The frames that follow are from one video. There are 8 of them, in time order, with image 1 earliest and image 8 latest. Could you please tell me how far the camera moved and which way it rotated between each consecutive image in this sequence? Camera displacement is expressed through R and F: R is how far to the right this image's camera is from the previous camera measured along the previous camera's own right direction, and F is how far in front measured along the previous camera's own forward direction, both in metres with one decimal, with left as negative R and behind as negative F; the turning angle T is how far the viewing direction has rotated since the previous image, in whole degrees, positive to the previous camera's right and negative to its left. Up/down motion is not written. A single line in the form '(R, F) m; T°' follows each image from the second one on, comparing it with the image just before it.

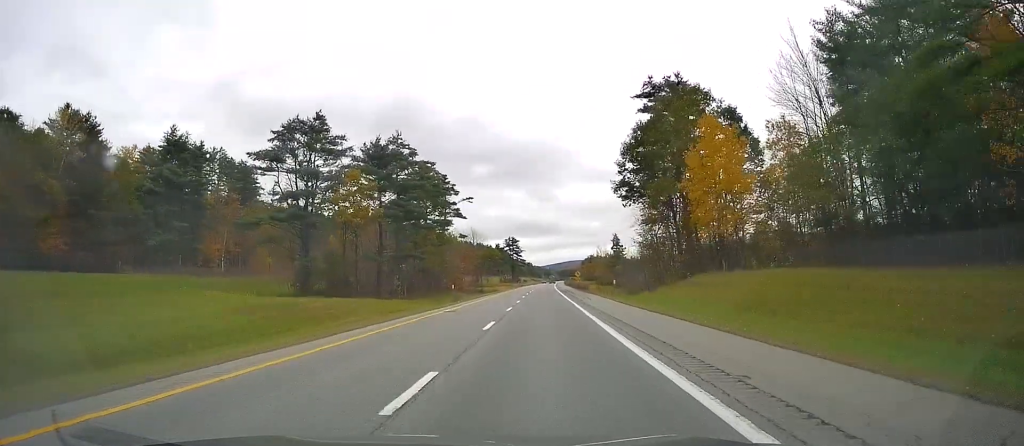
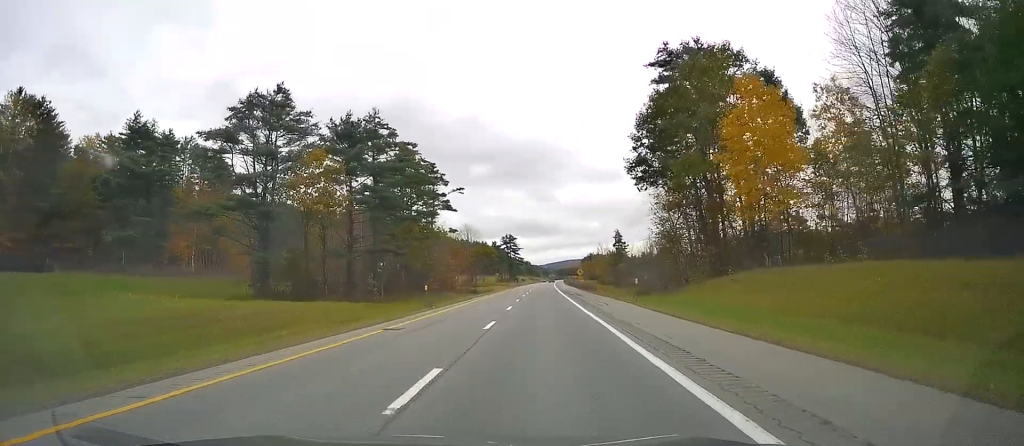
(+0.1, +11.9) m; 0°
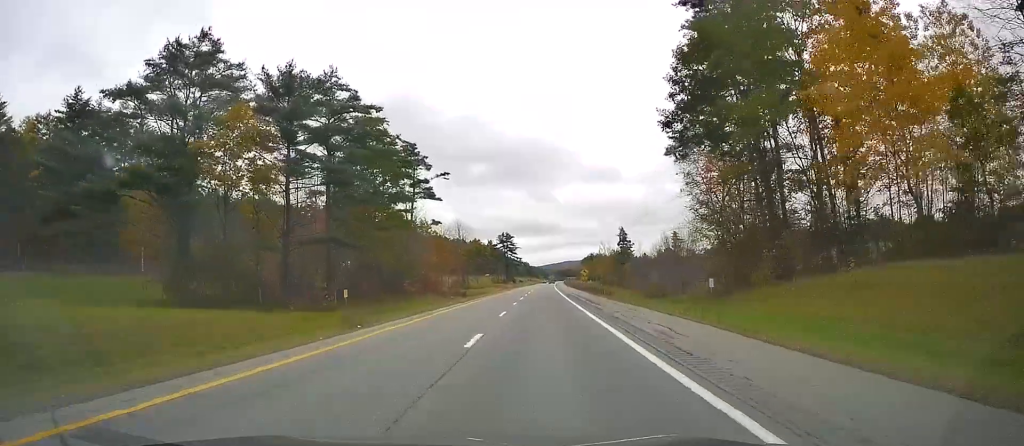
(-0.2, +16.8) m; 0°
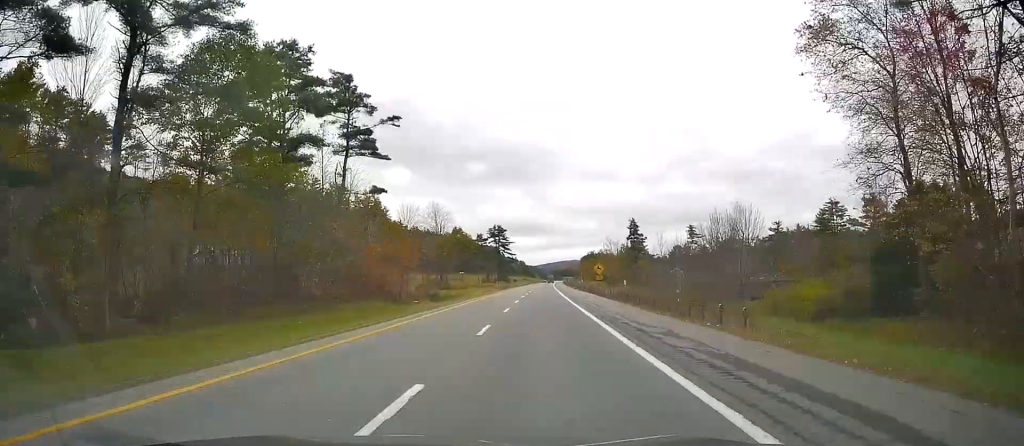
(+0.4, +32.6) m; +1°
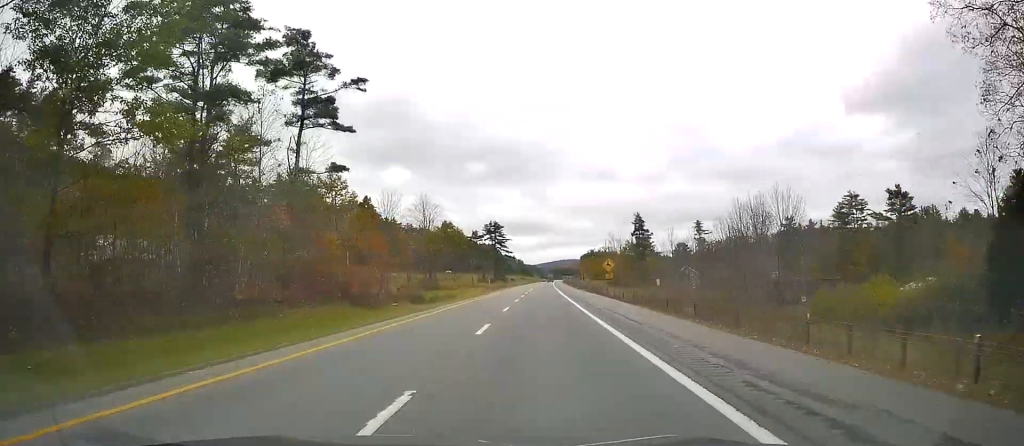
(+0.1, +12.3) m; 0°
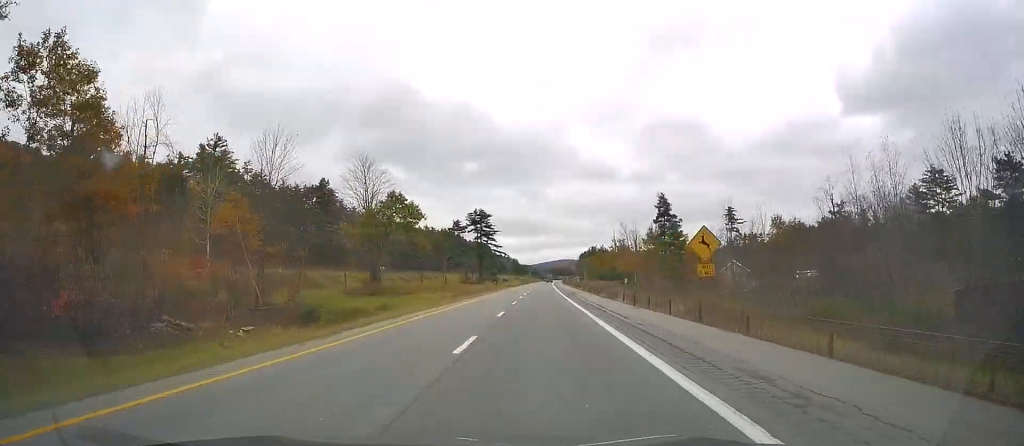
(-0.1, +39.8) m; 0°
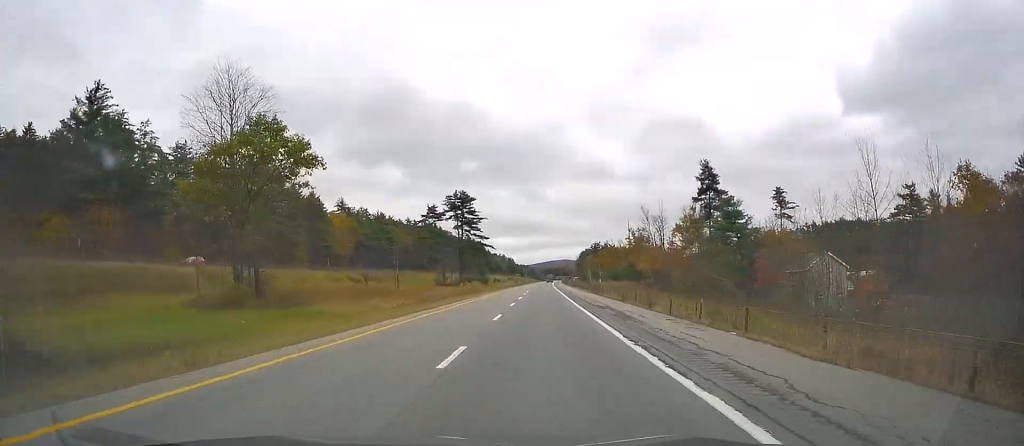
(-0.2, +38.4) m; 0°
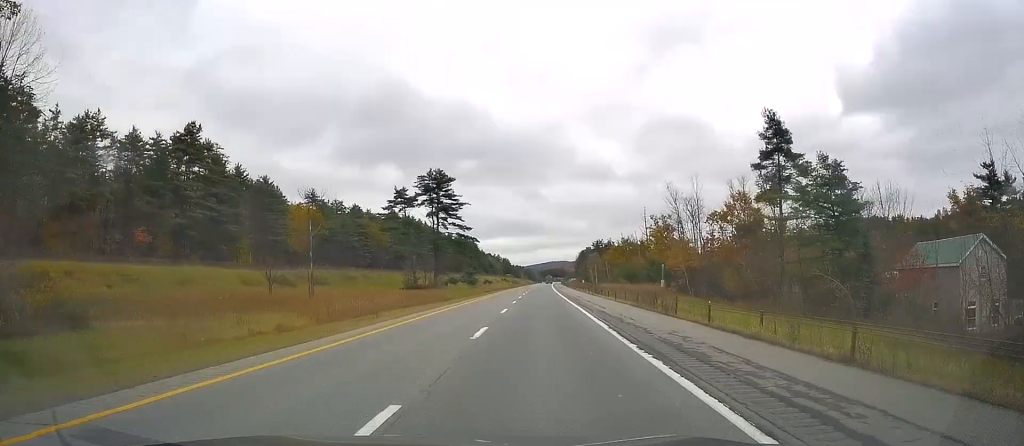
(+0.3, +30.6) m; +1°
